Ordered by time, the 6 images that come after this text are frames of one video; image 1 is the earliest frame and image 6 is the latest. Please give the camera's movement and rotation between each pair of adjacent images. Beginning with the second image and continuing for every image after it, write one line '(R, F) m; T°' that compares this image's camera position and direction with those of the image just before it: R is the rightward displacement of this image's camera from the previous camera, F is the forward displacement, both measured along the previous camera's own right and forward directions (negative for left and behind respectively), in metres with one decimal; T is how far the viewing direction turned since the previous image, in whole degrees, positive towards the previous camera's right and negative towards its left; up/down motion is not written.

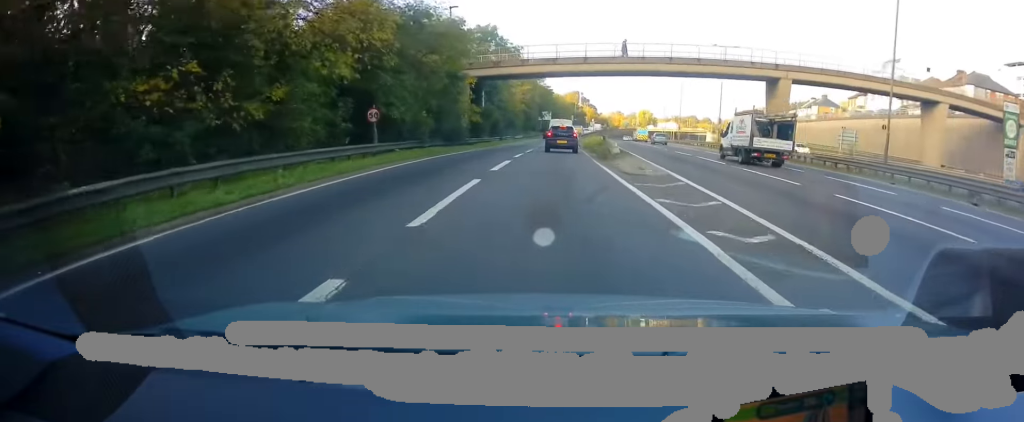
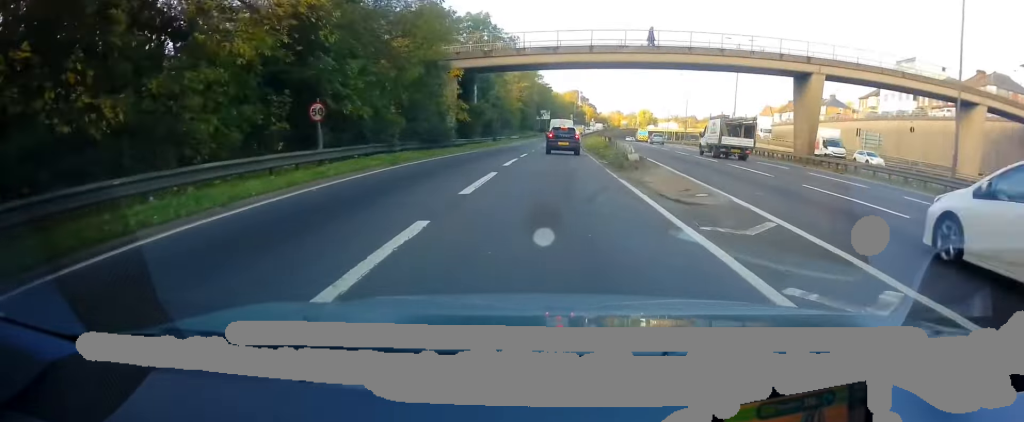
(-0.4, +5.9) m; -3°
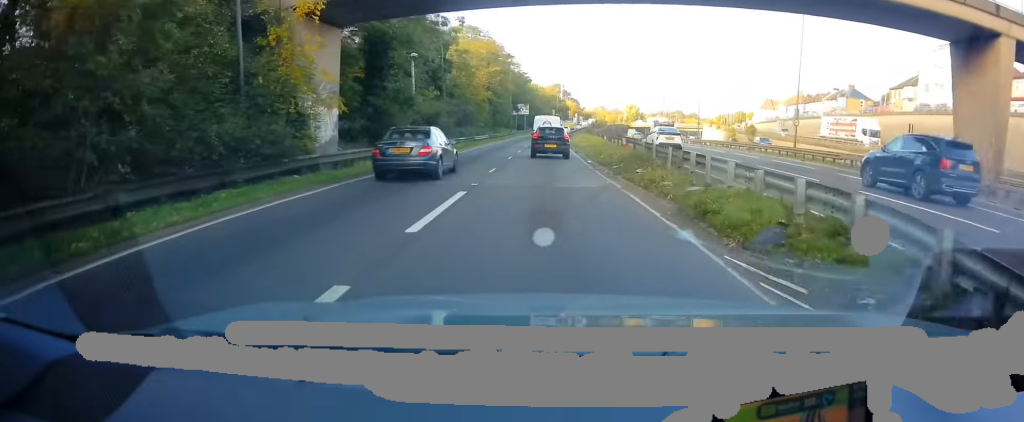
(+0.8, +20.7) m; +5°
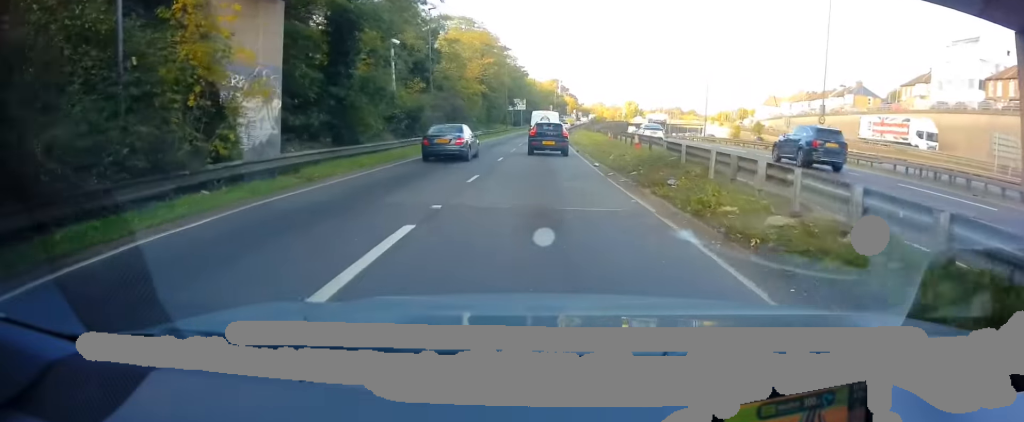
(+0.1, +4.6) m; -3°
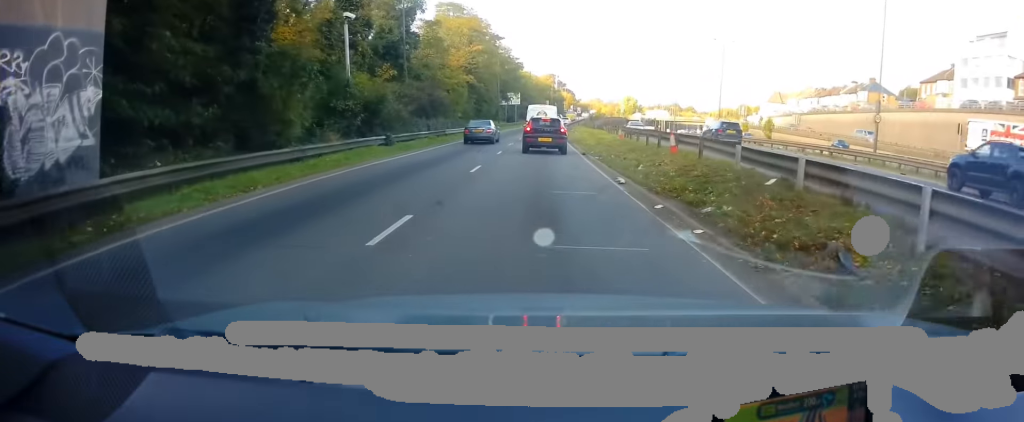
(-0.5, +7.7) m; 0°
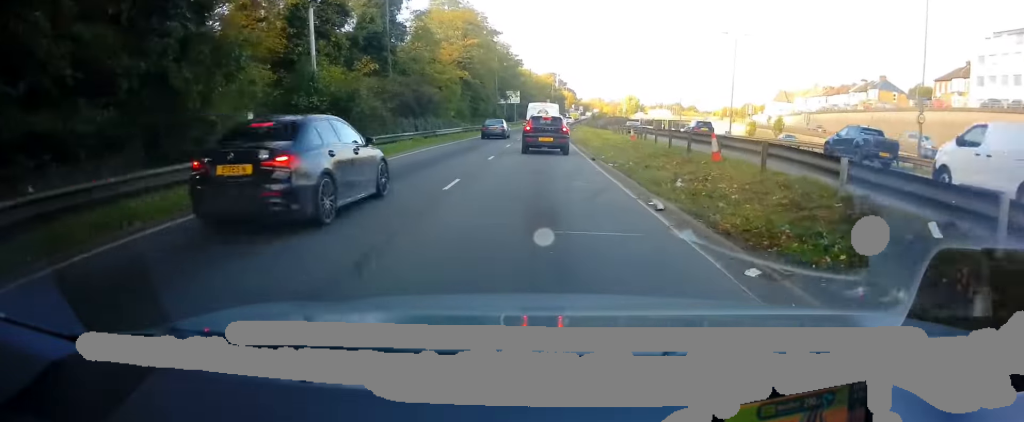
(+0.3, +4.5) m; +3°
